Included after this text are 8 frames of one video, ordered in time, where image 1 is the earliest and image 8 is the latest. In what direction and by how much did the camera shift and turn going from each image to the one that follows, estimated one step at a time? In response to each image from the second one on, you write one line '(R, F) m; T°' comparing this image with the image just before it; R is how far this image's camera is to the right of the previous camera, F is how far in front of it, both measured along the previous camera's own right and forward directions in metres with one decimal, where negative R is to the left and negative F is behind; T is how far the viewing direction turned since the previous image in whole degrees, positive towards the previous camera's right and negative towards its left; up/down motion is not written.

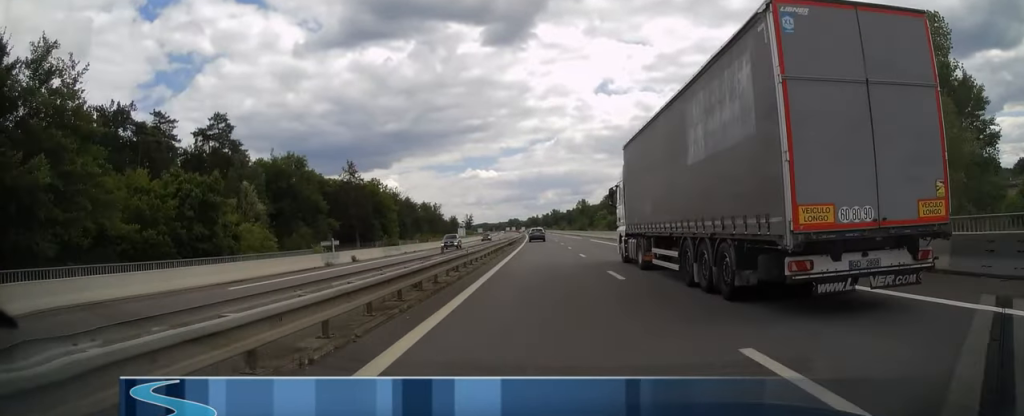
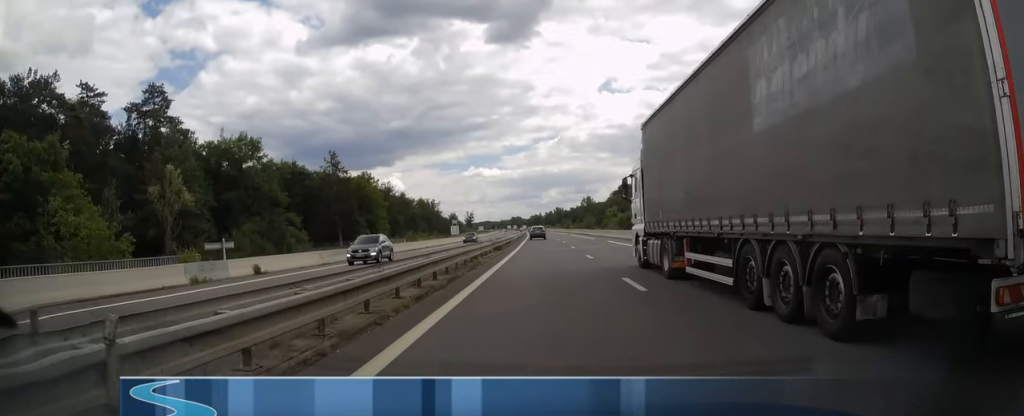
(0.0, +16.1) m; 0°
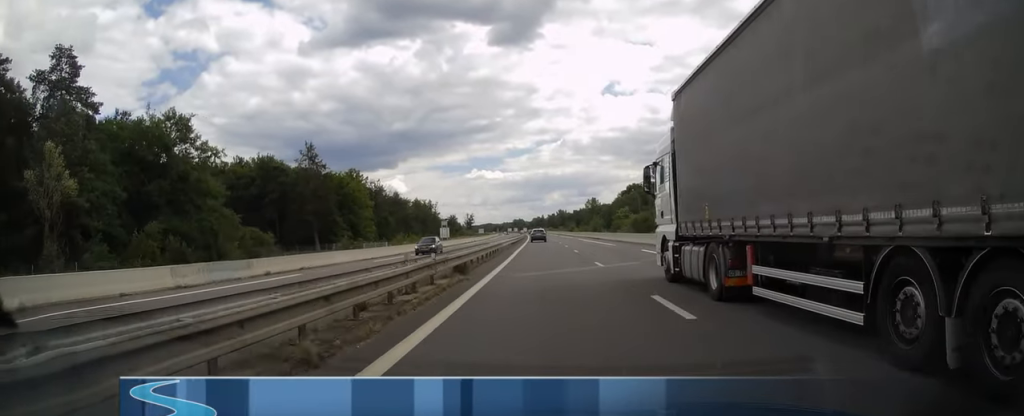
(0.0, +16.6) m; 0°
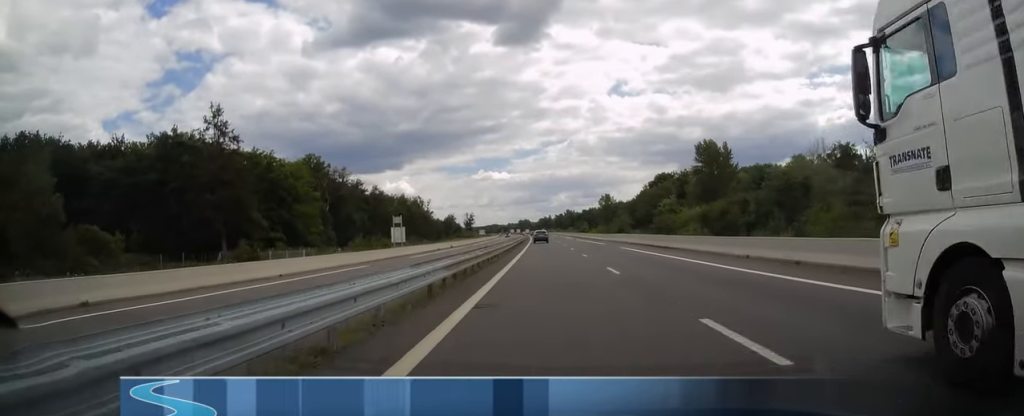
(0.0, +41.7) m; 0°
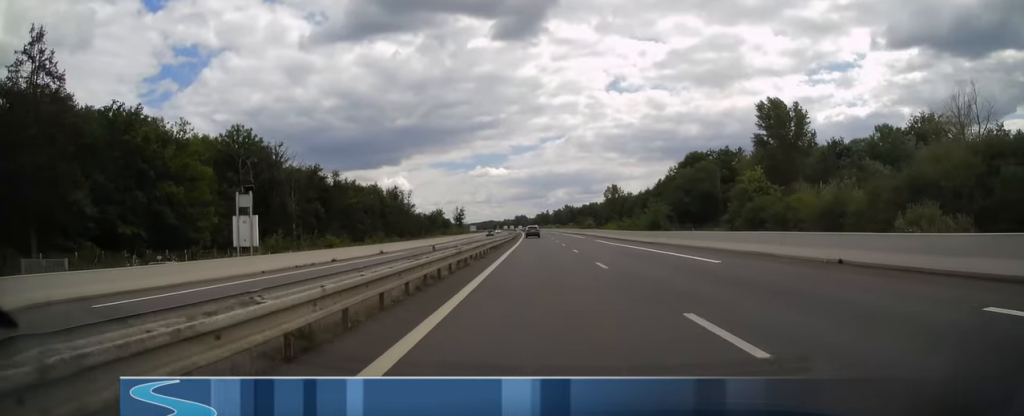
(0.0, +39.1) m; 0°
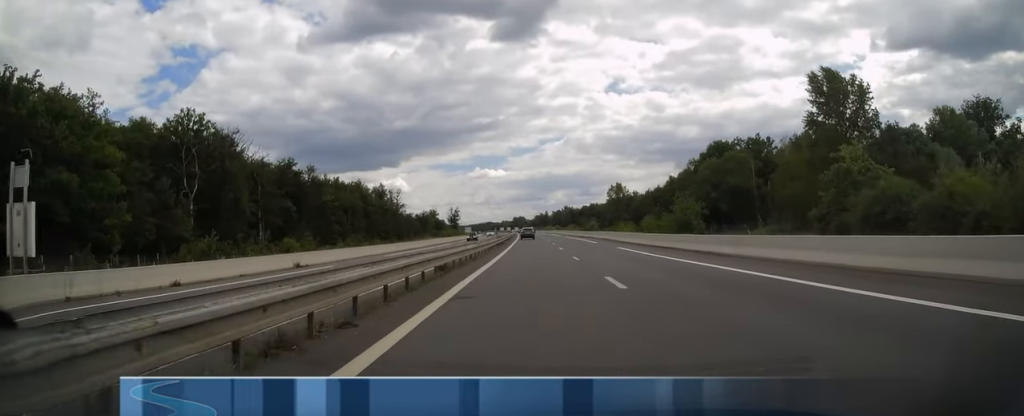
(-0.1, +18.9) m; 0°
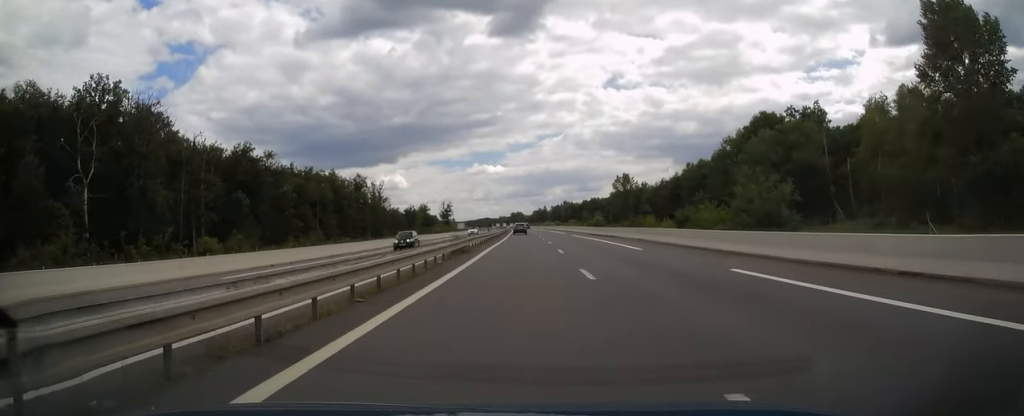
(-0.1, +24.9) m; 0°
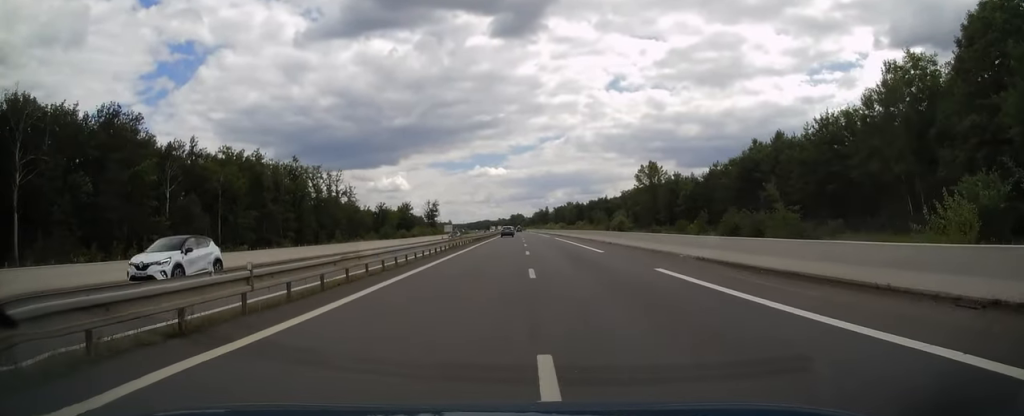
(+0.1, +50.2) m; 0°
